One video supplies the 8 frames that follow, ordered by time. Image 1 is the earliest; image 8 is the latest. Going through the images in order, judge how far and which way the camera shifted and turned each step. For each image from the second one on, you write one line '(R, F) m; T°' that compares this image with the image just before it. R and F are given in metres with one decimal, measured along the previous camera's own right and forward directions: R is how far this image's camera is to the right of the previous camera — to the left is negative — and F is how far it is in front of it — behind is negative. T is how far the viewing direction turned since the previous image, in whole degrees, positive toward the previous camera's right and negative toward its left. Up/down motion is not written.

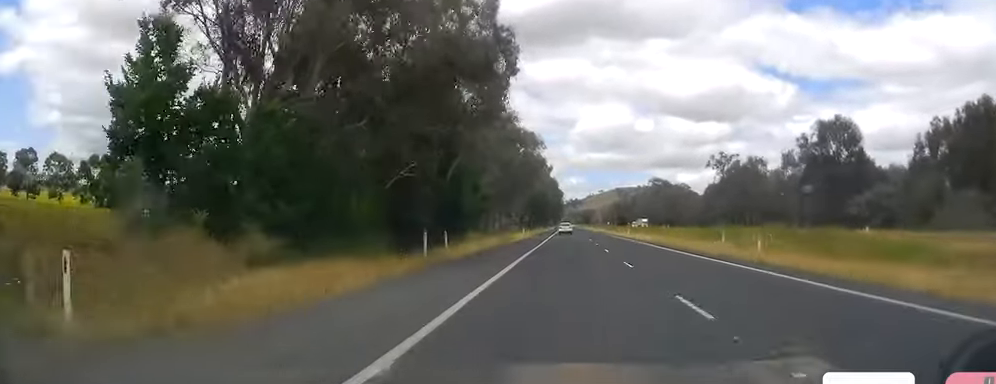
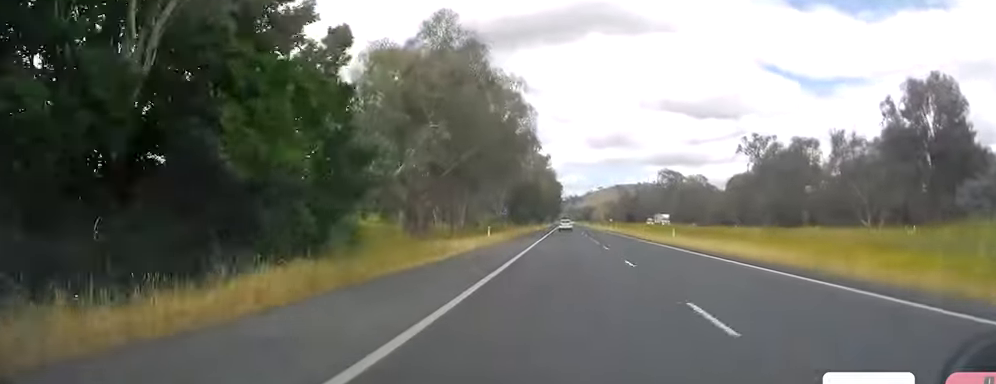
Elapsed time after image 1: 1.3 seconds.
(-0.5, +38.1) m; 0°
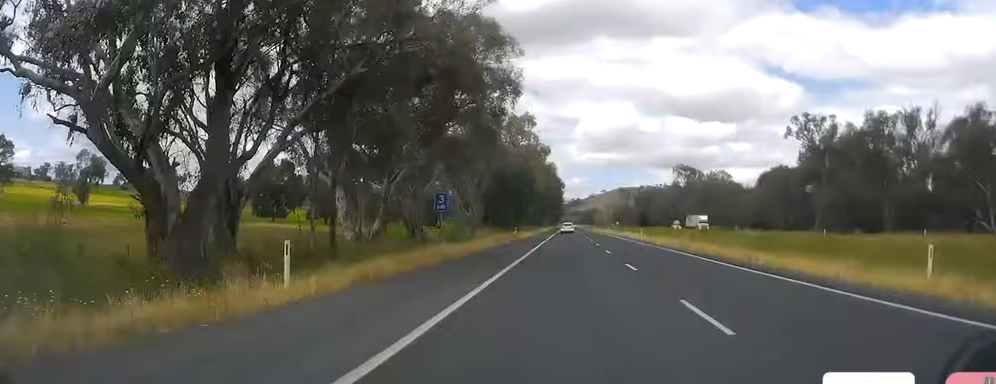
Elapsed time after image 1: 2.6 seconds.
(+0.5, +36.2) m; 0°
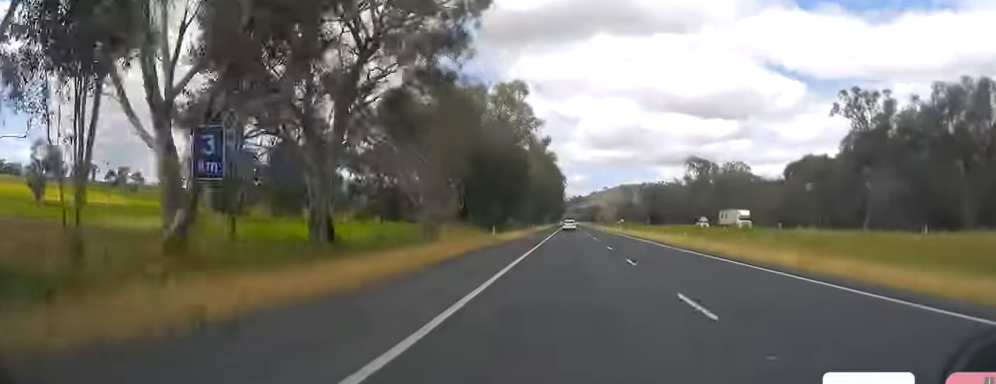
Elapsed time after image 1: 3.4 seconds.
(-0.2, +22.9) m; 0°
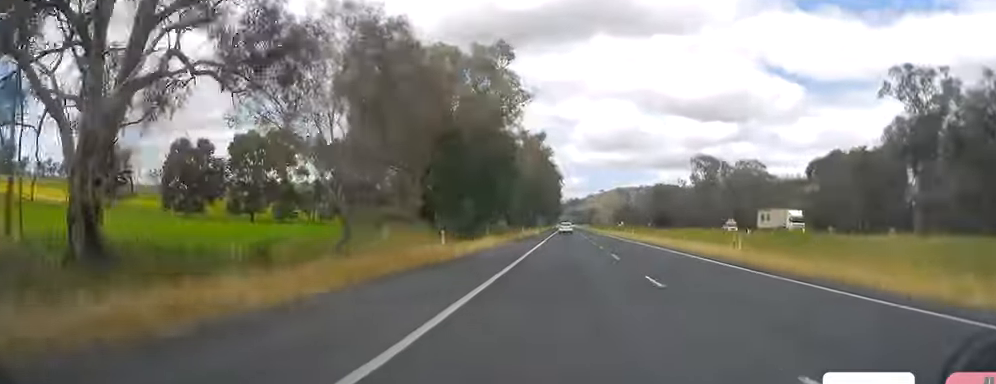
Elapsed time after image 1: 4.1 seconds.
(+0.1, +19.0) m; 0°
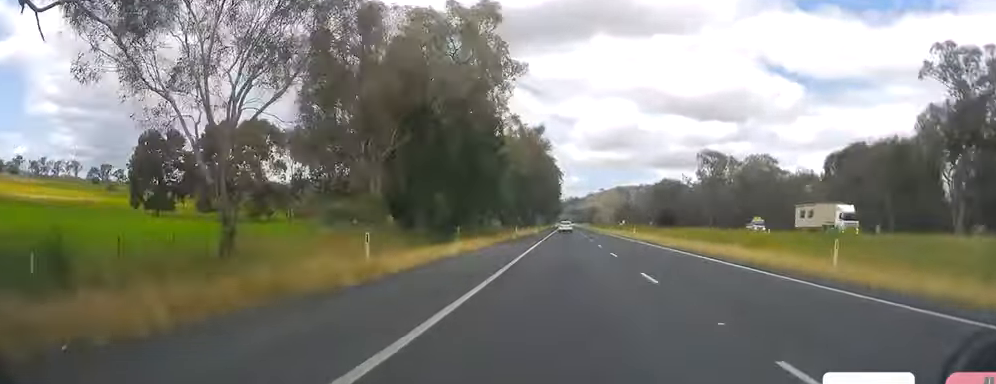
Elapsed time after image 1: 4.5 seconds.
(0.0, +11.4) m; 0°
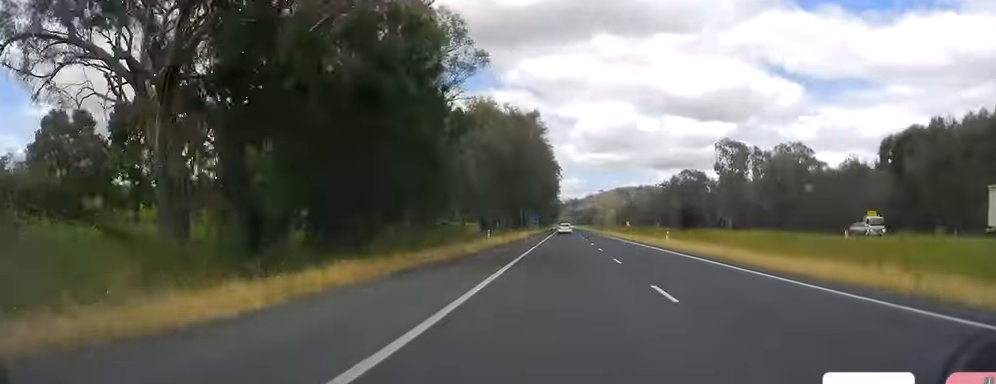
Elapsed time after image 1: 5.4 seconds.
(0.0, +27.4) m; 0°
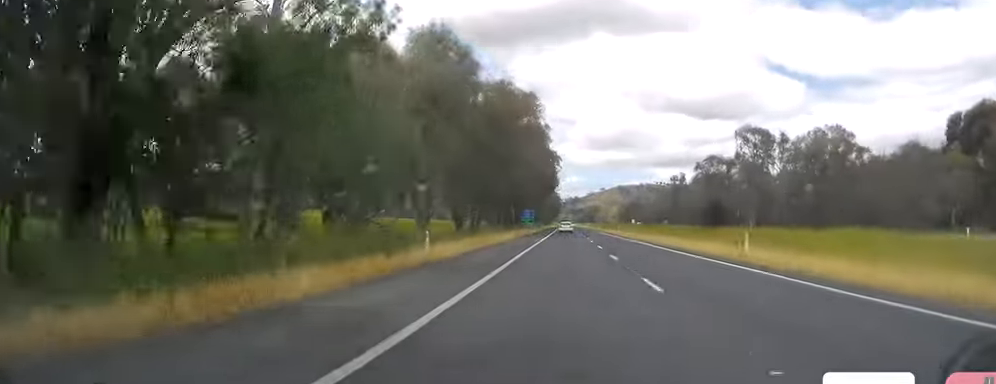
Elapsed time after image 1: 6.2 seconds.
(+0.3, +22.7) m; 0°
